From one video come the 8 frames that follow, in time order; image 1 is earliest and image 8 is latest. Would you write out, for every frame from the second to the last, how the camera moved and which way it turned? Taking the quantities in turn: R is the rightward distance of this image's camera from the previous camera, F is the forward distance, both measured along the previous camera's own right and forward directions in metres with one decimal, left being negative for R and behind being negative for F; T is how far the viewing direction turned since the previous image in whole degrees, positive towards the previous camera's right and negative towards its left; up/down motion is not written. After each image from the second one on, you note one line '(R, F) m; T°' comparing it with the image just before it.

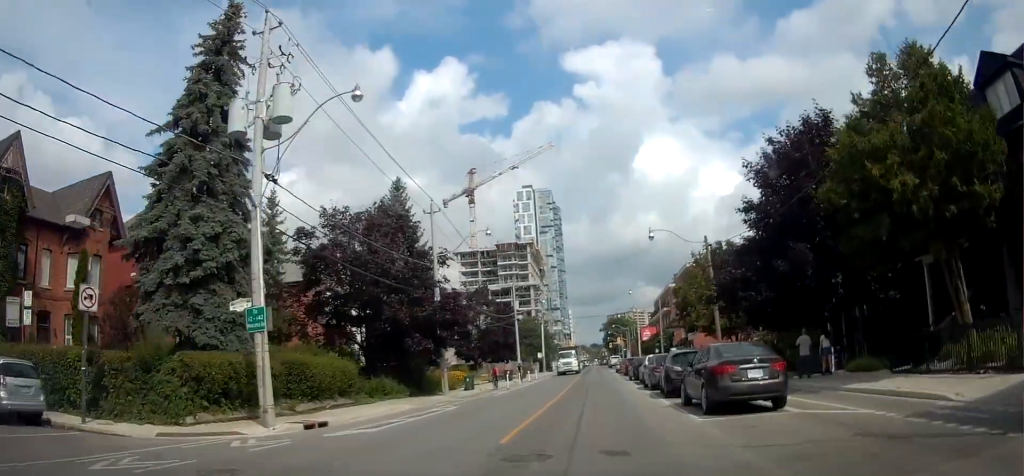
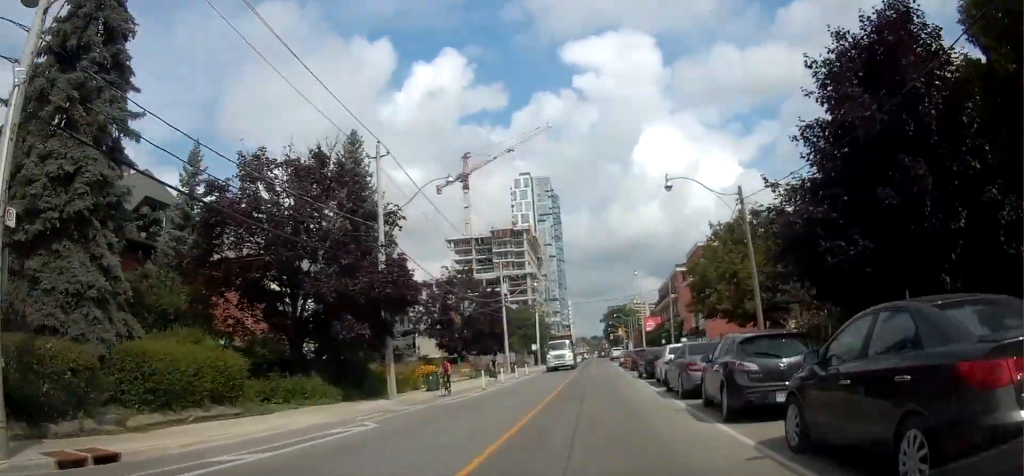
(+0.1, +8.6) m; +1°
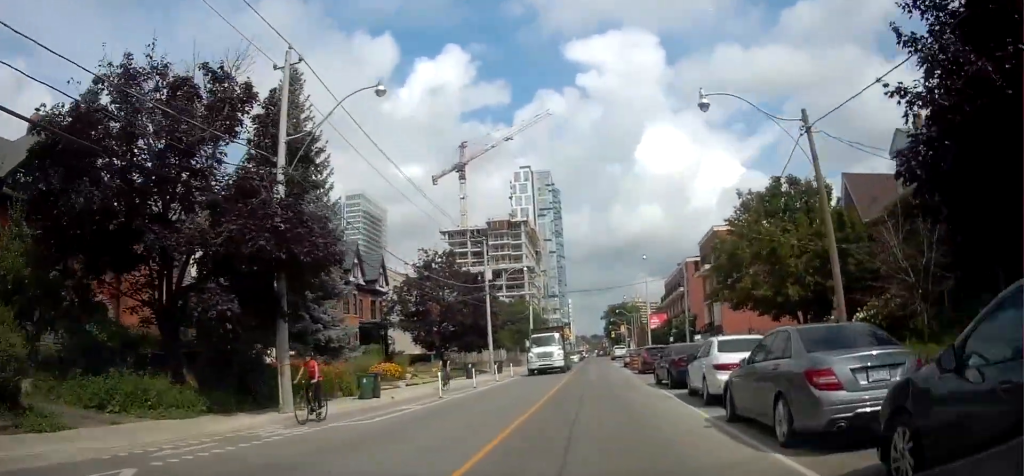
(+0.1, +8.6) m; 0°
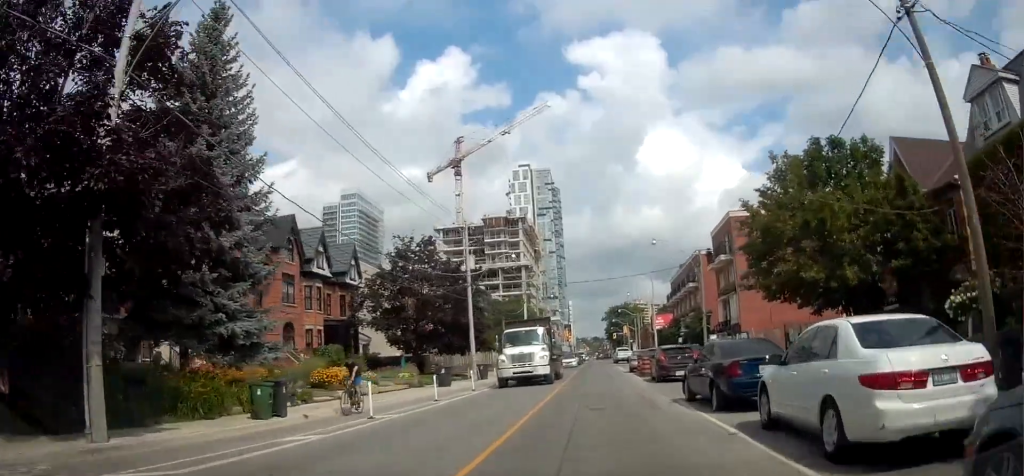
(-0.1, +7.1) m; -1°
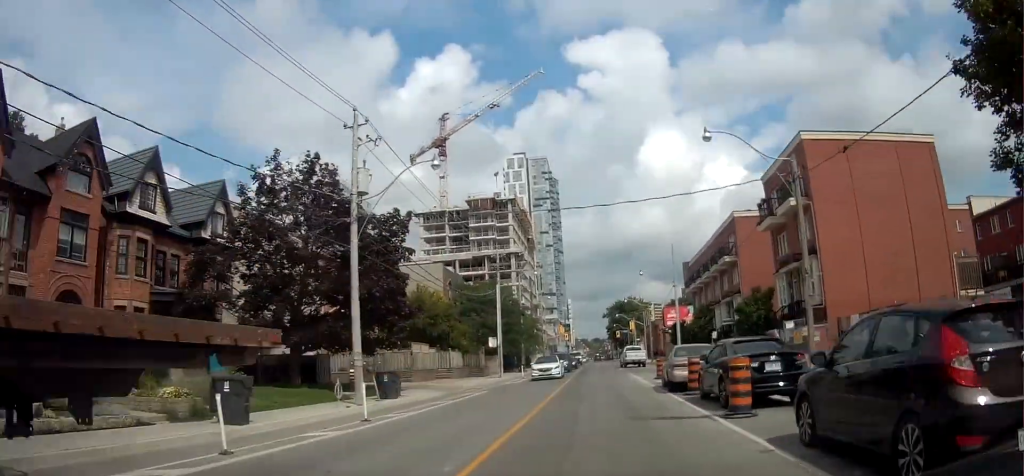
(-0.2, +19.7) m; 0°
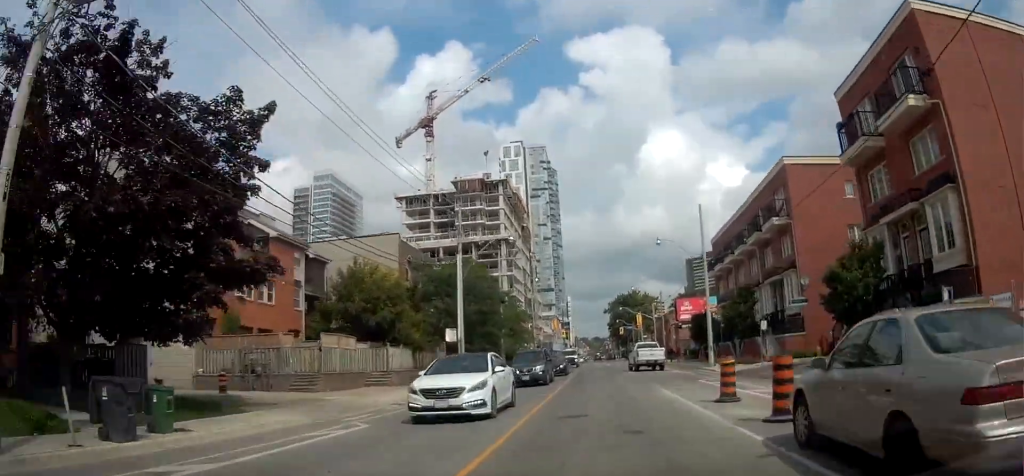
(+0.2, +14.7) m; 0°
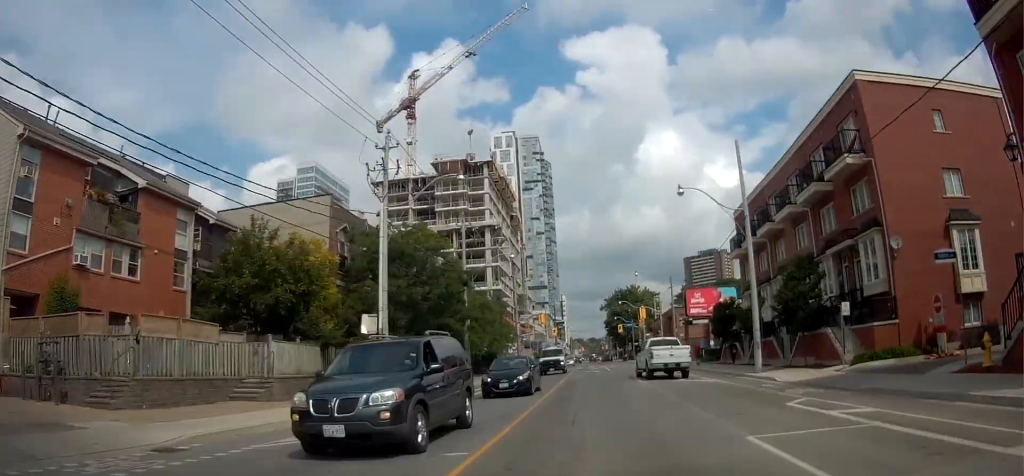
(-0.1, +12.6) m; 0°
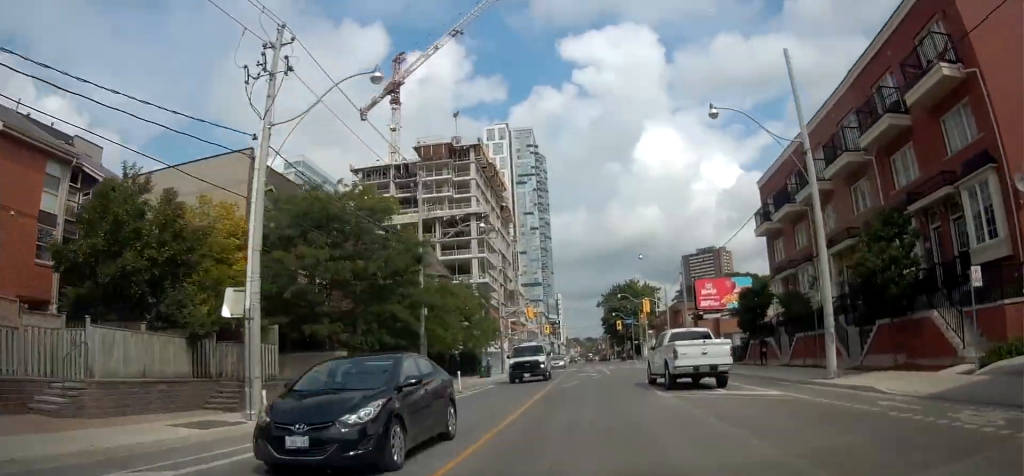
(+0.1, +9.2) m; 0°
